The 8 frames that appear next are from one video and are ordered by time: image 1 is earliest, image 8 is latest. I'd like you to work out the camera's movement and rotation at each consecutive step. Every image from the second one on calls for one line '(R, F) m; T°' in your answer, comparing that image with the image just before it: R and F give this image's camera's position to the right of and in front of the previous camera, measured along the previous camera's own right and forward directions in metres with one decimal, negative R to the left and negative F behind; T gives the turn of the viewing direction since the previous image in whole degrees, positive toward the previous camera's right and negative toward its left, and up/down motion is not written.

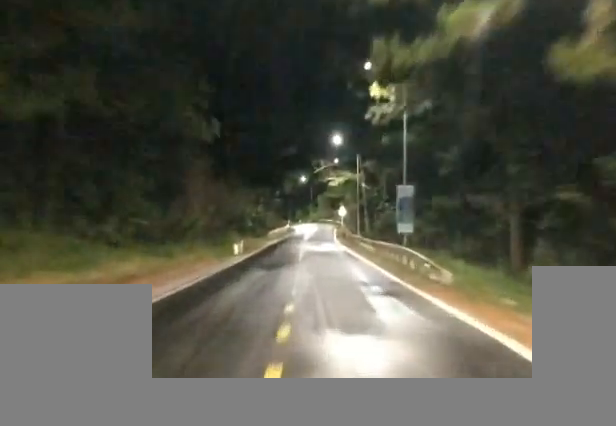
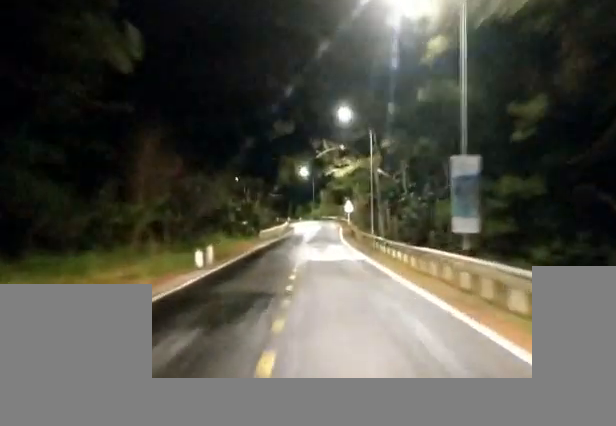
(0.0, +14.5) m; 0°
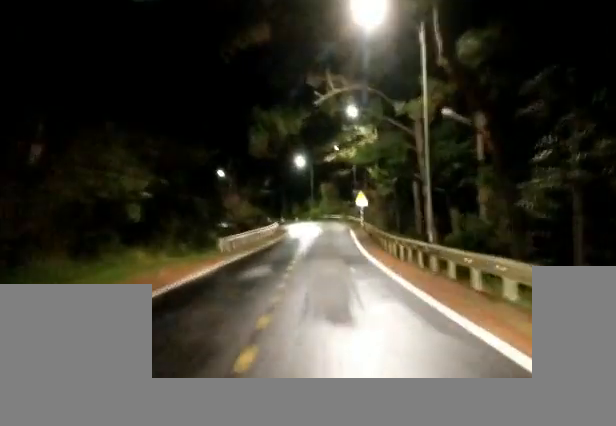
(-0.3, +26.6) m; +2°
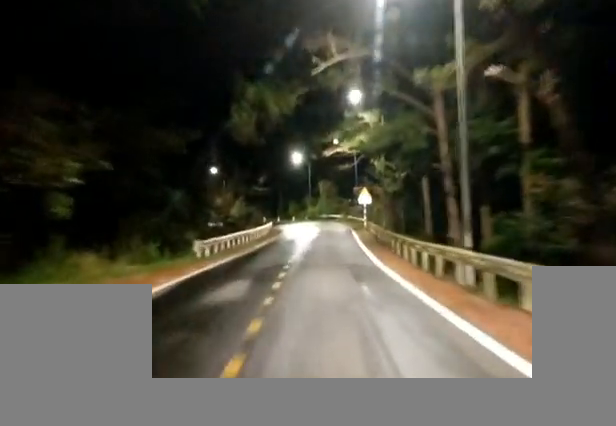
(+0.4, +6.7) m; +1°
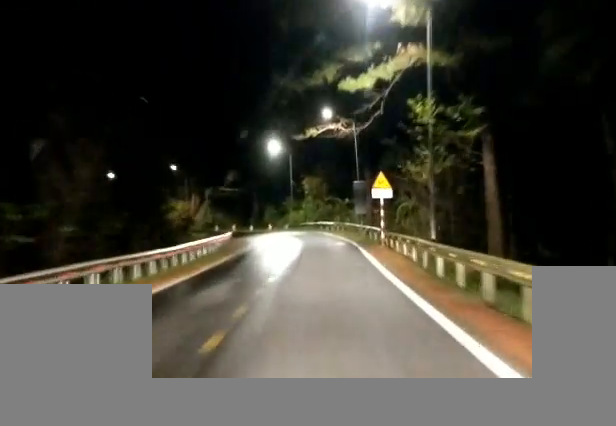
(+0.5, +24.3) m; -2°
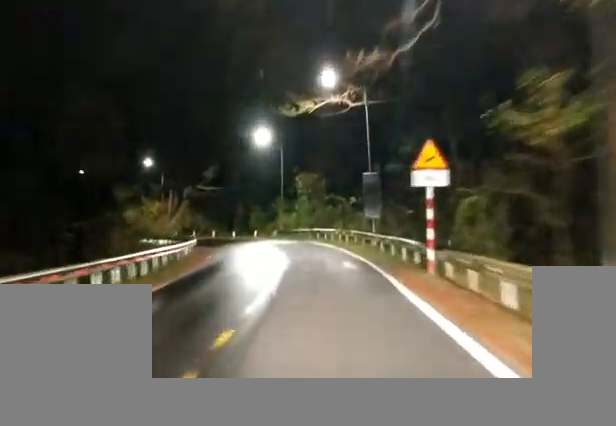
(-0.6, +13.6) m; -1°
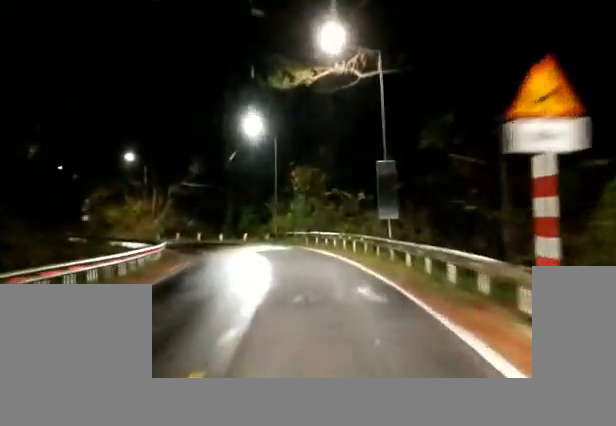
(+0.2, +7.8) m; 0°
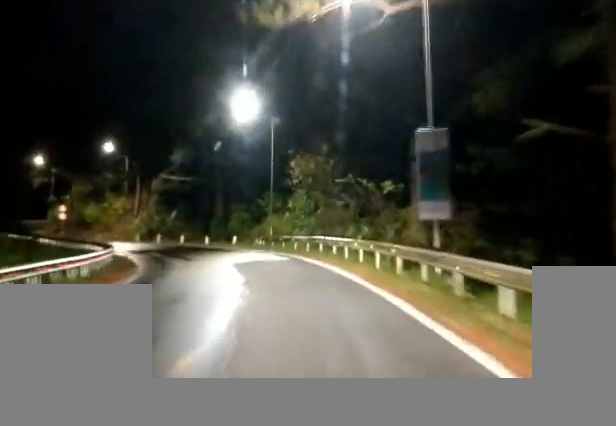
(0.0, +9.7) m; 0°
